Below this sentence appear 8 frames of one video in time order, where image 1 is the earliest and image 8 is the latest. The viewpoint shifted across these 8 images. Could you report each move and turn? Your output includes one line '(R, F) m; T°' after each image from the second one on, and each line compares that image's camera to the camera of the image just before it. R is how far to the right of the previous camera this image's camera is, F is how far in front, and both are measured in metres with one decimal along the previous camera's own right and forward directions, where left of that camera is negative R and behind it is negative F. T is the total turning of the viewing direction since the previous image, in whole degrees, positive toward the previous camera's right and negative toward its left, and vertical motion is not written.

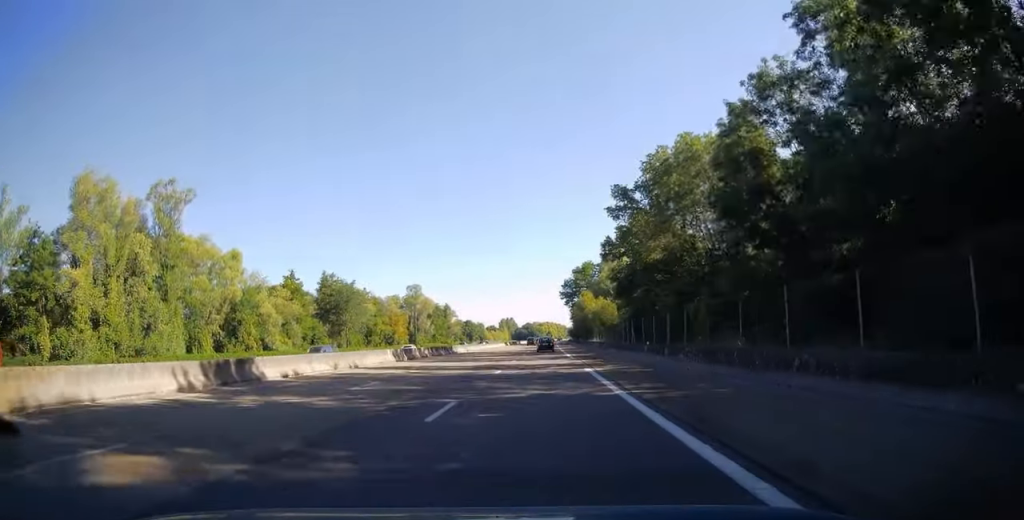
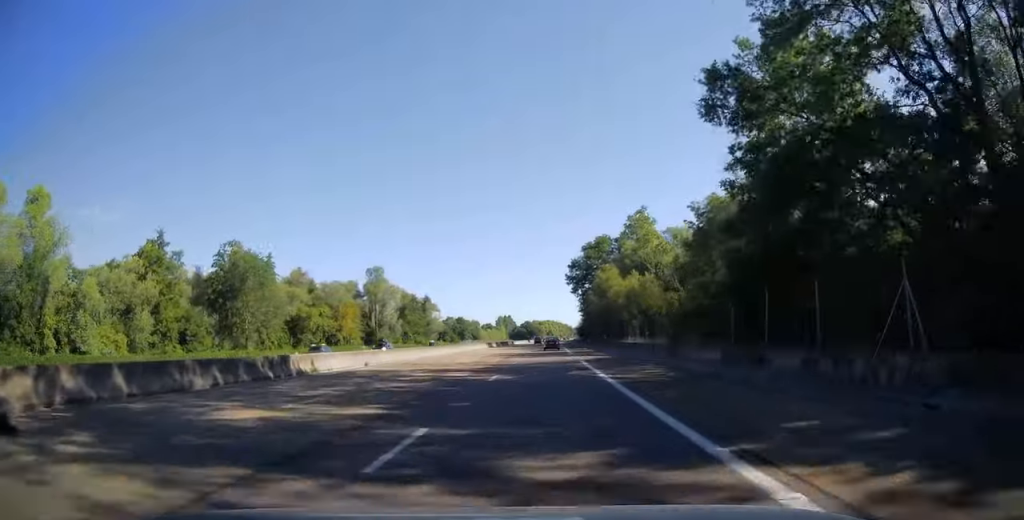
(+0.1, +42.9) m; 0°
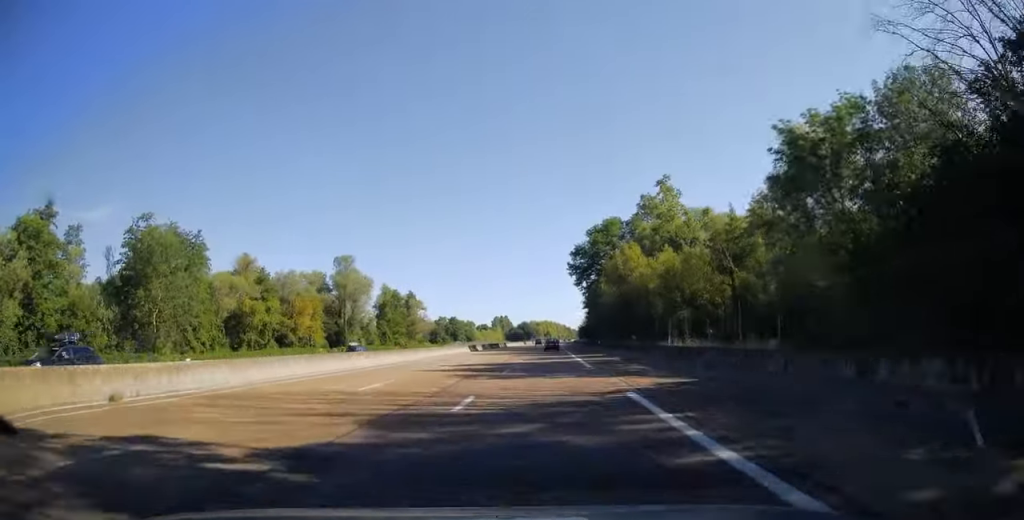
(0.0, +20.8) m; 0°
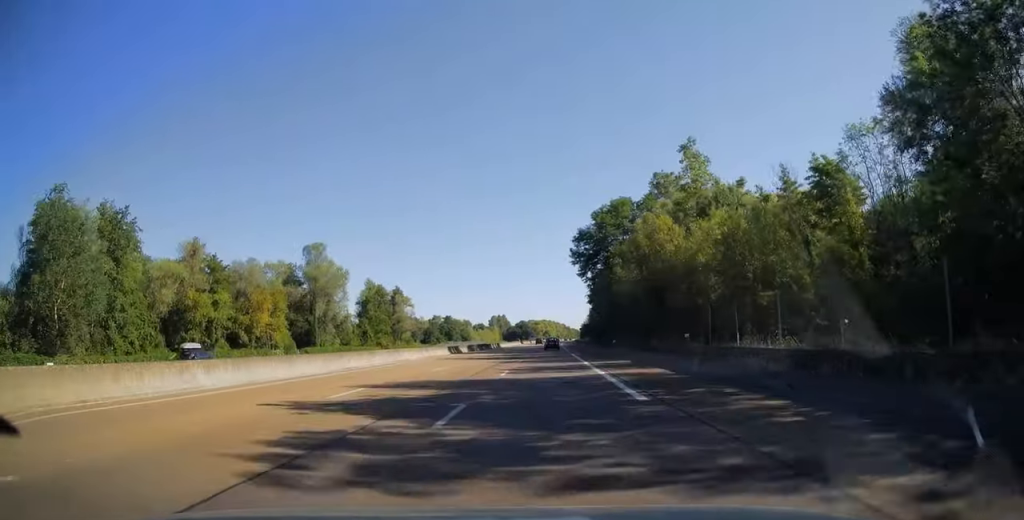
(0.0, +15.2) m; 0°
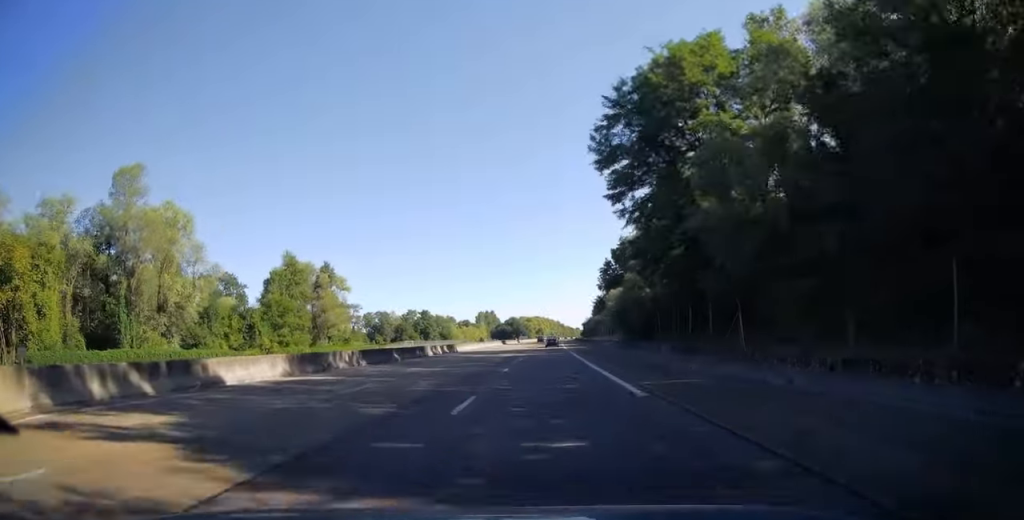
(+0.3, +51.0) m; +1°
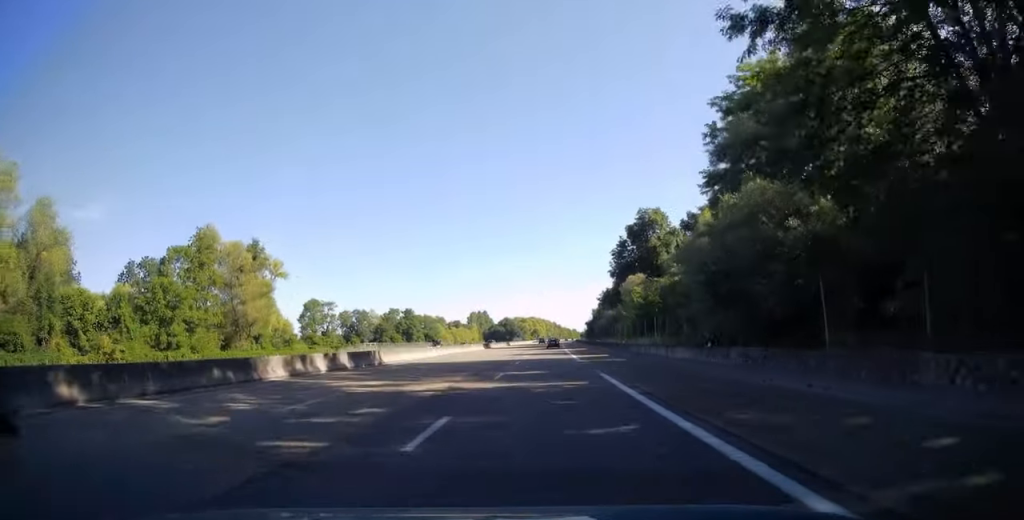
(+0.1, +29.4) m; 0°
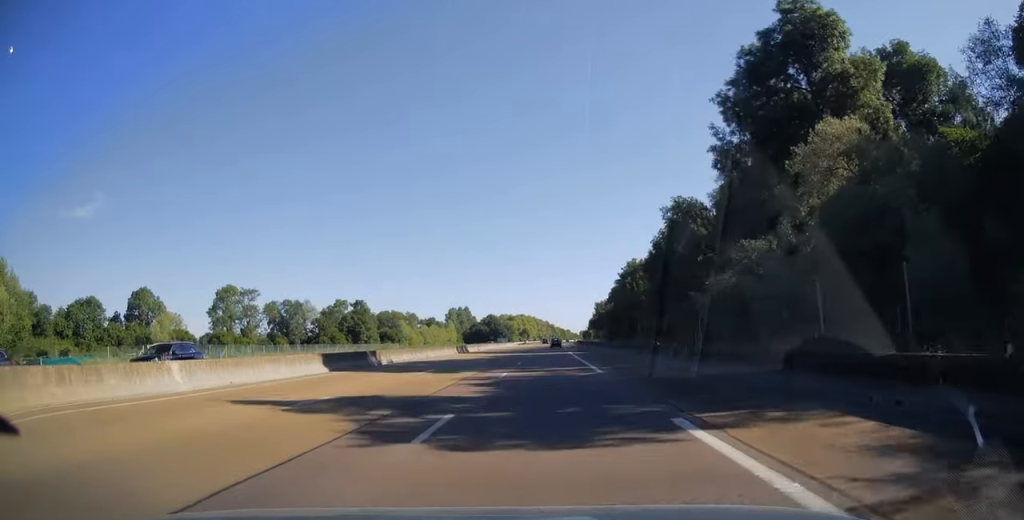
(+0.5, +64.7) m; +1°
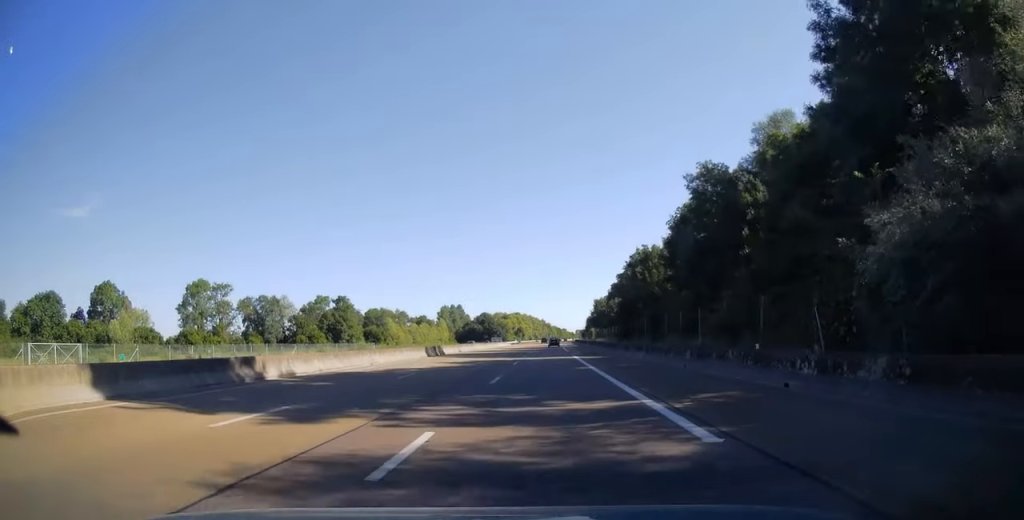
(0.0, +15.2) m; 0°
